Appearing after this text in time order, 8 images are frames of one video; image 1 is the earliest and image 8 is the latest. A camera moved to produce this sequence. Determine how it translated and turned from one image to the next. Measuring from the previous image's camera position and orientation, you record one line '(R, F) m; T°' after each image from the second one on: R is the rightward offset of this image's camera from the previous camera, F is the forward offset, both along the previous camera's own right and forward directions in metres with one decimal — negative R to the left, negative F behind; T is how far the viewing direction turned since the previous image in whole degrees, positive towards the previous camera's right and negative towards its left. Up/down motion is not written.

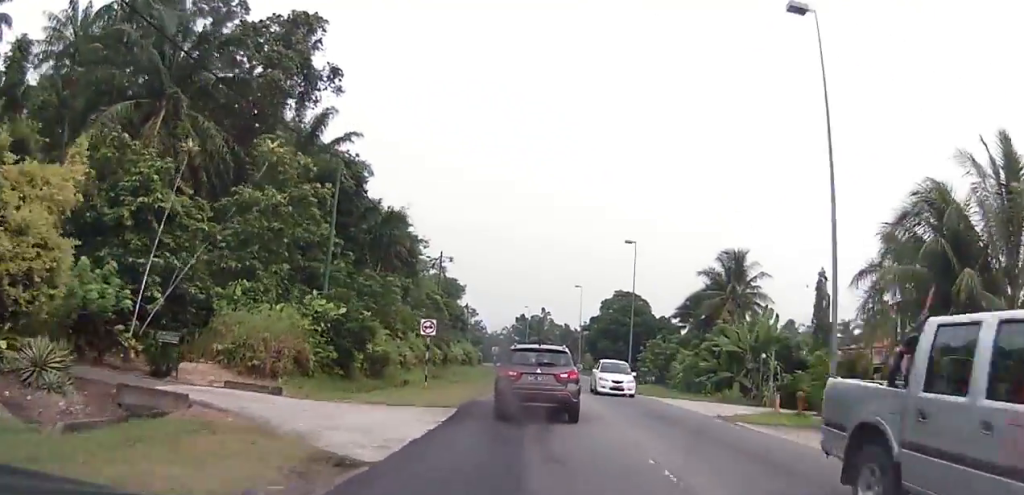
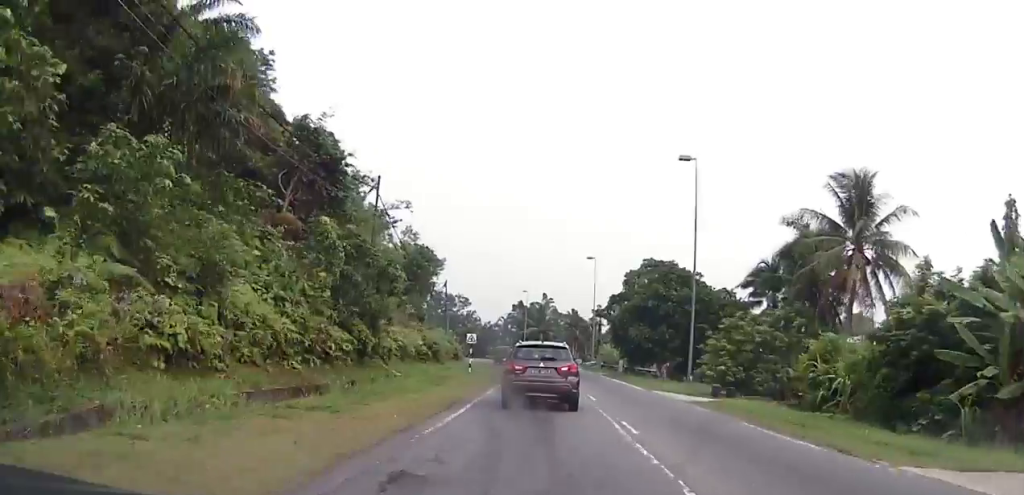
(-0.8, +24.5) m; 0°
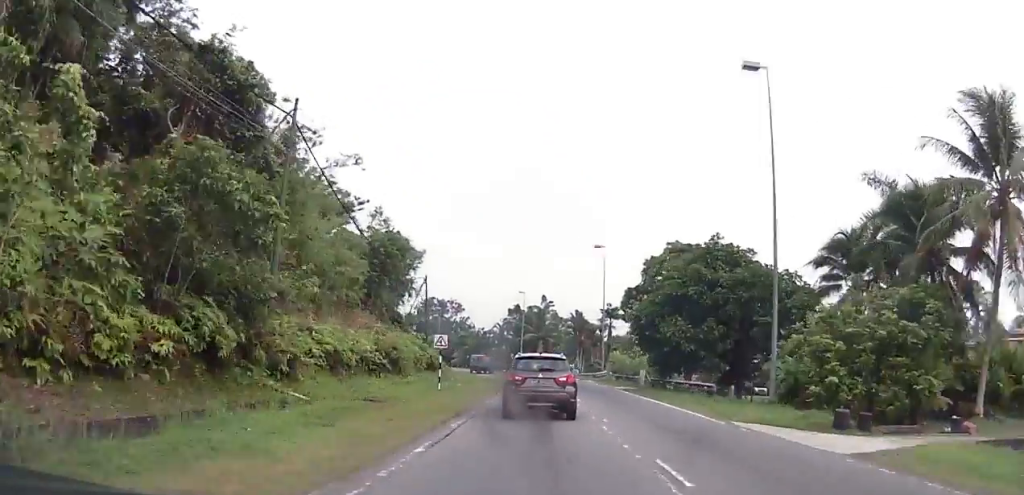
(+0.5, +13.4) m; +2°
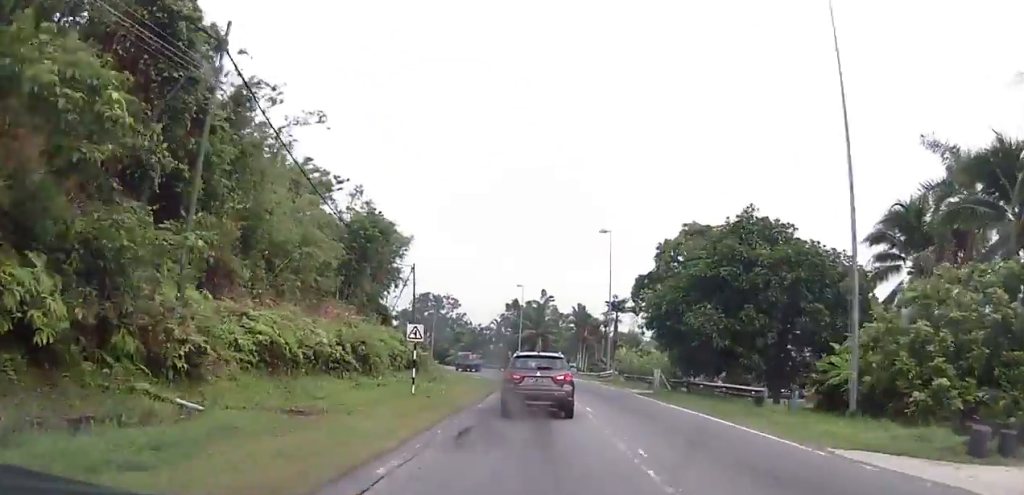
(+0.1, +6.3) m; 0°
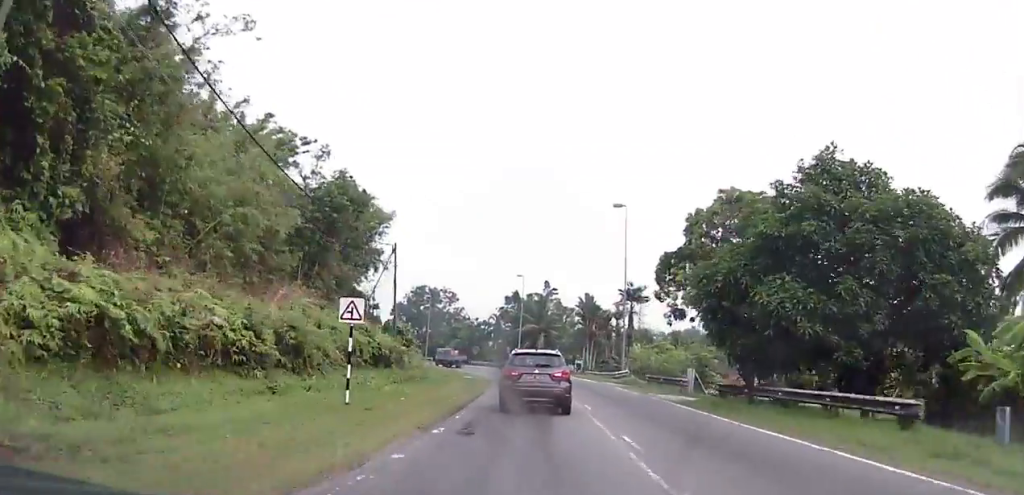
(-0.2, +8.9) m; -1°
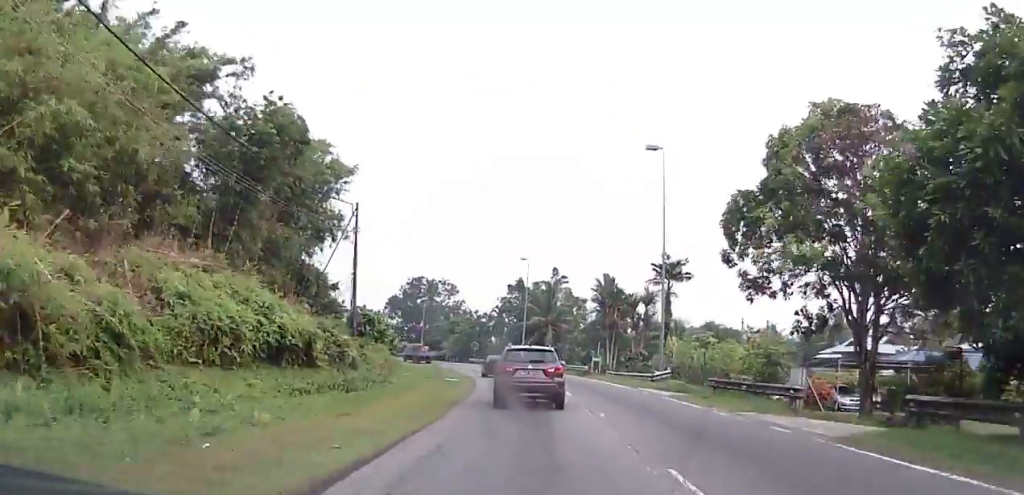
(-0.1, +13.0) m; -1°
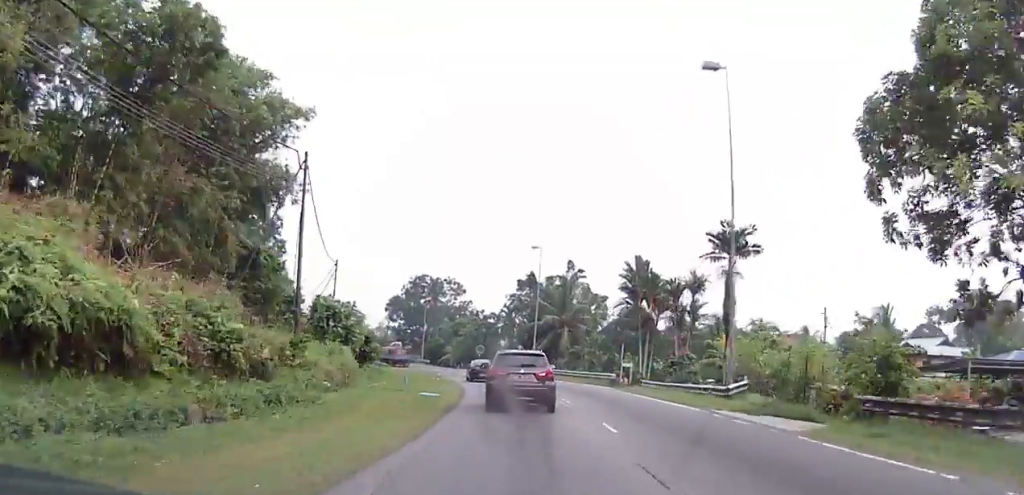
(-0.1, +11.2) m; -2°
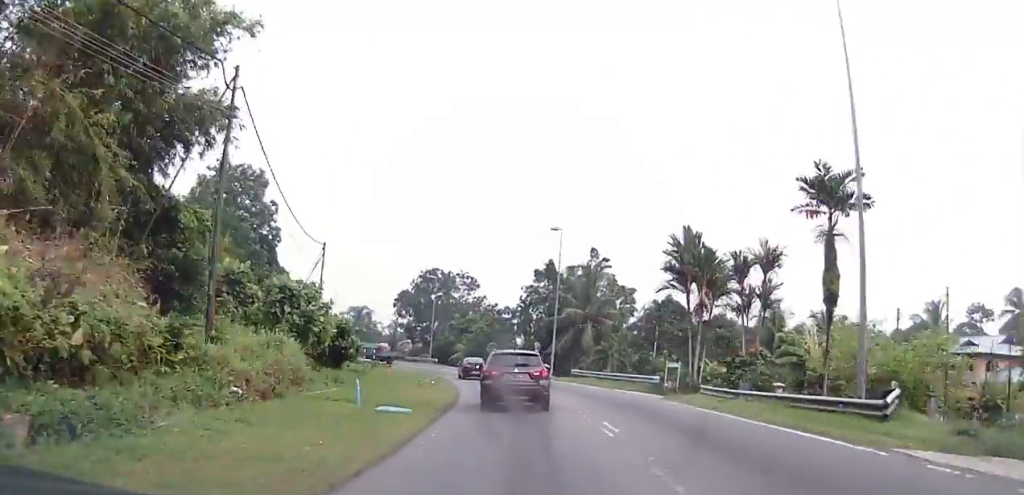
(-0.1, +9.3) m; -2°
